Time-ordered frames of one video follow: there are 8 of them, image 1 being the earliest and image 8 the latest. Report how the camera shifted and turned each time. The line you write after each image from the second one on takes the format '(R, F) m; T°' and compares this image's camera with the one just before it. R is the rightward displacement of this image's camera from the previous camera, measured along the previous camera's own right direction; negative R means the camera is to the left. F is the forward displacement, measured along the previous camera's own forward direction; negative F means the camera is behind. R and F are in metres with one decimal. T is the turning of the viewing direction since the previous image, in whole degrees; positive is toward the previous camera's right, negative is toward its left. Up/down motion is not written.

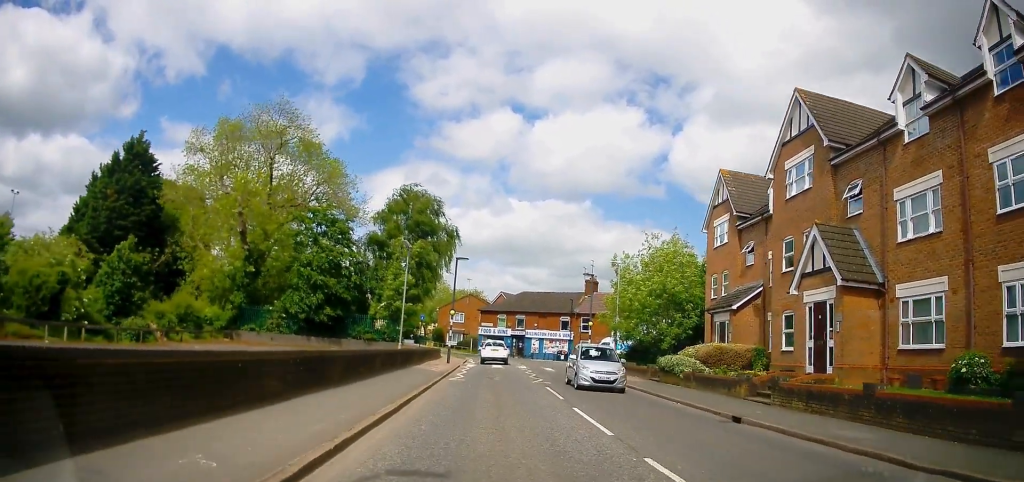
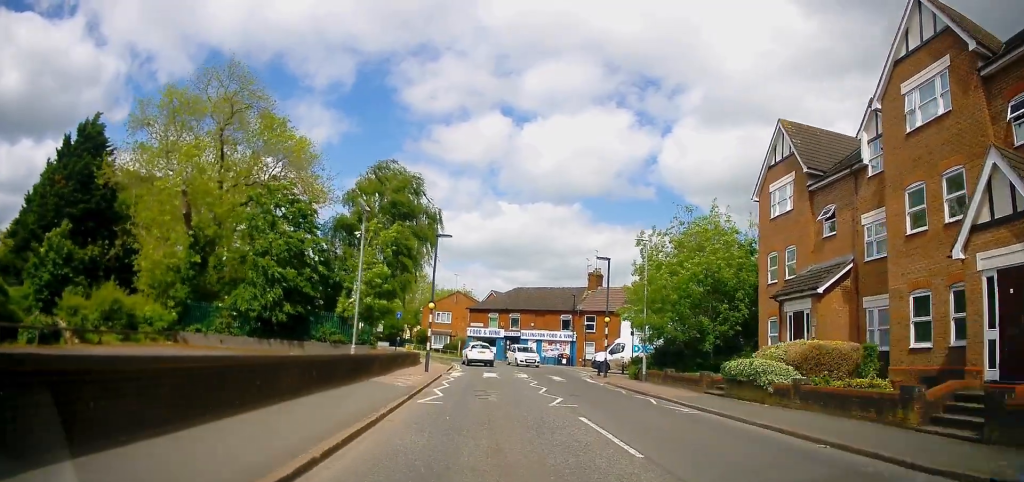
(-0.1, +7.9) m; 0°
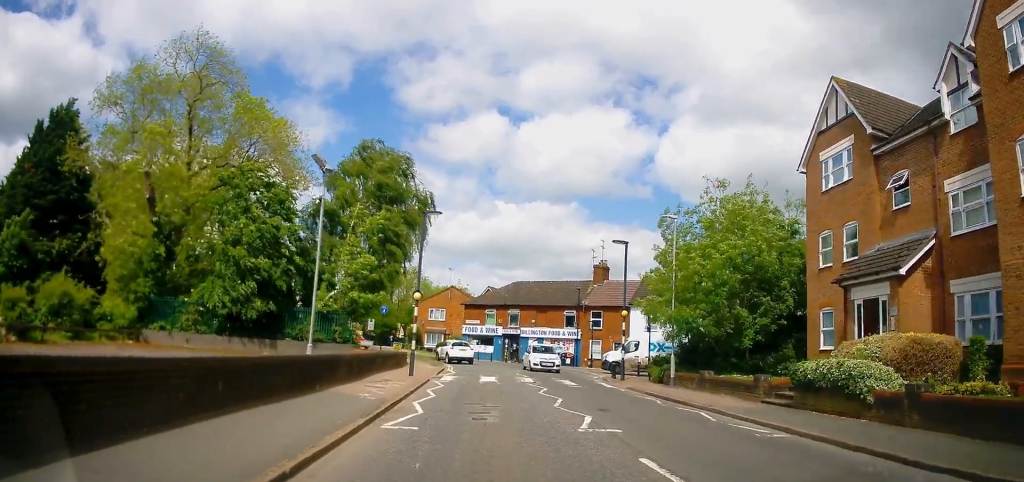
(0.0, +4.5) m; +2°
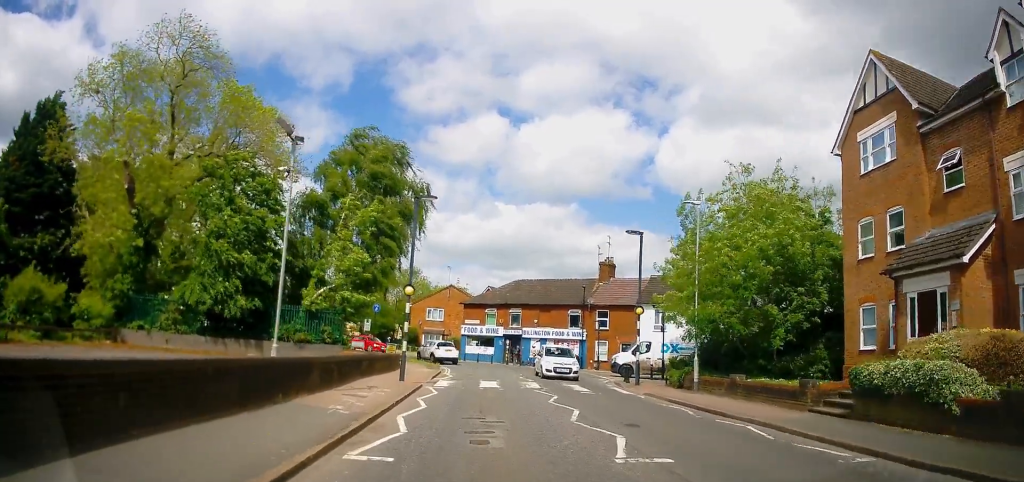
(0.0, +2.5) m; +1°
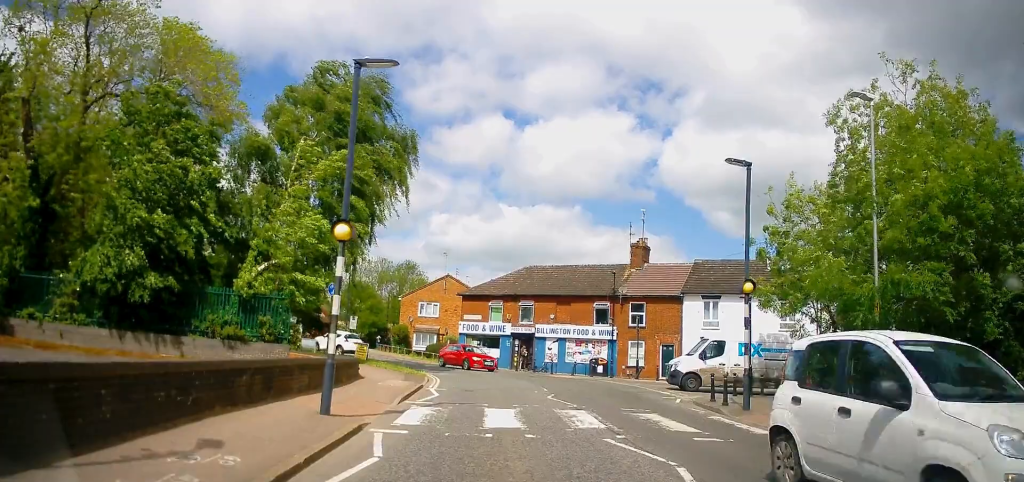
(+0.2, +9.6) m; 0°
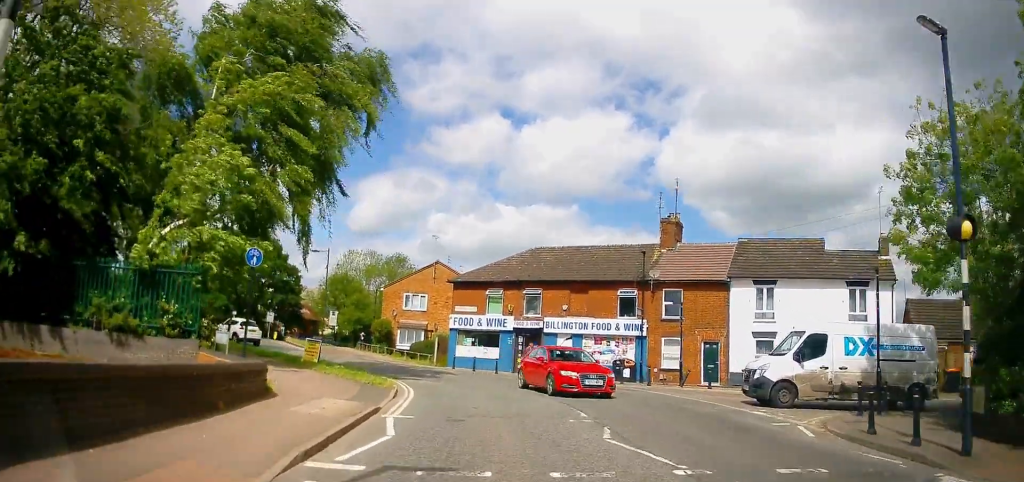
(-0.2, +7.5) m; -1°
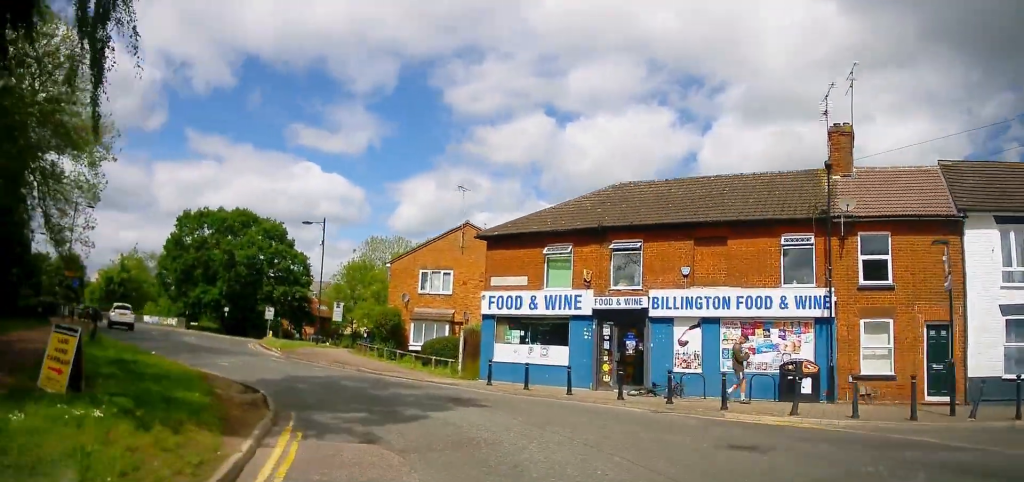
(-0.1, +13.8) m; -5°
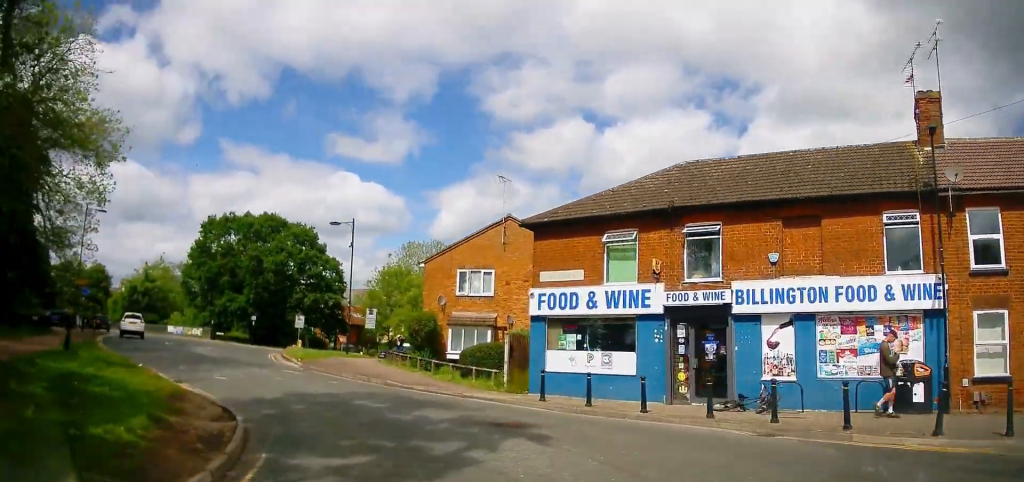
(+0.2, +3.2) m; -4°
